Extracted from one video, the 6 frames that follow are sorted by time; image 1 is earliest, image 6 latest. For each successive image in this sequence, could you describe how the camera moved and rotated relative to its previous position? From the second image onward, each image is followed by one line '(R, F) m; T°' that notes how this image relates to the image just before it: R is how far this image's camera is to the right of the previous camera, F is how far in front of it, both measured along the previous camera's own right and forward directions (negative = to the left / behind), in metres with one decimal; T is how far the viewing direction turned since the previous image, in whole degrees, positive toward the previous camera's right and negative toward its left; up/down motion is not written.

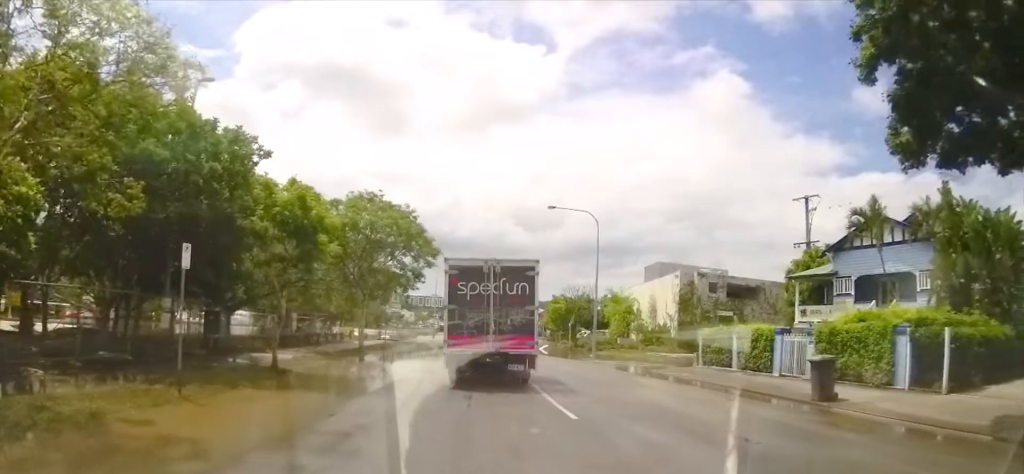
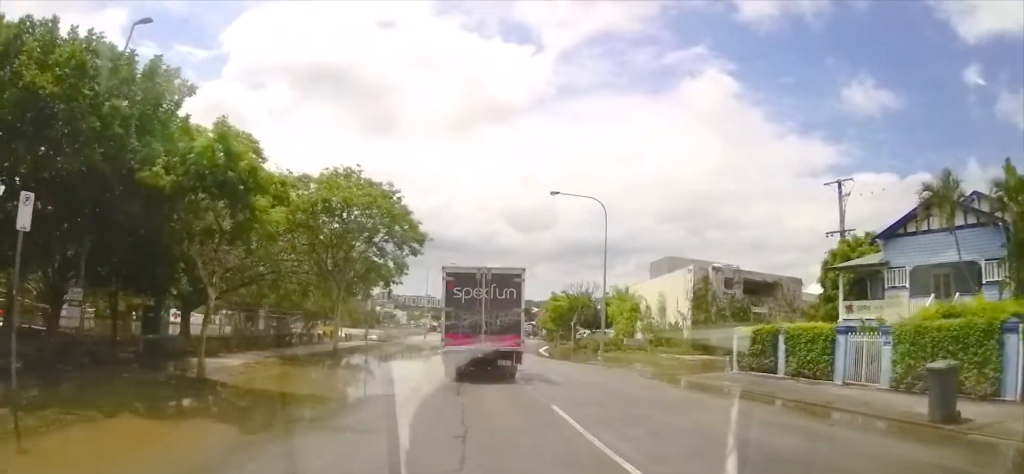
(-0.4, +4.7) m; -4°
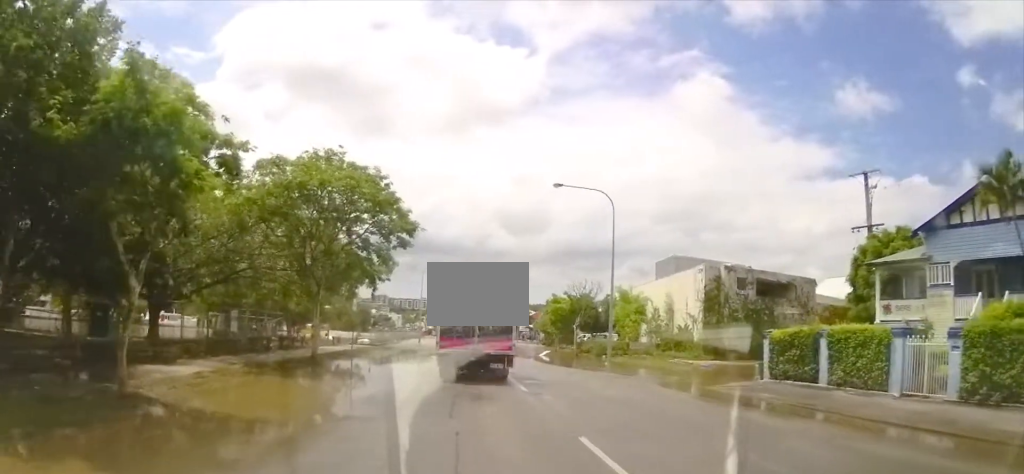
(+0.3, +2.8) m; 0°
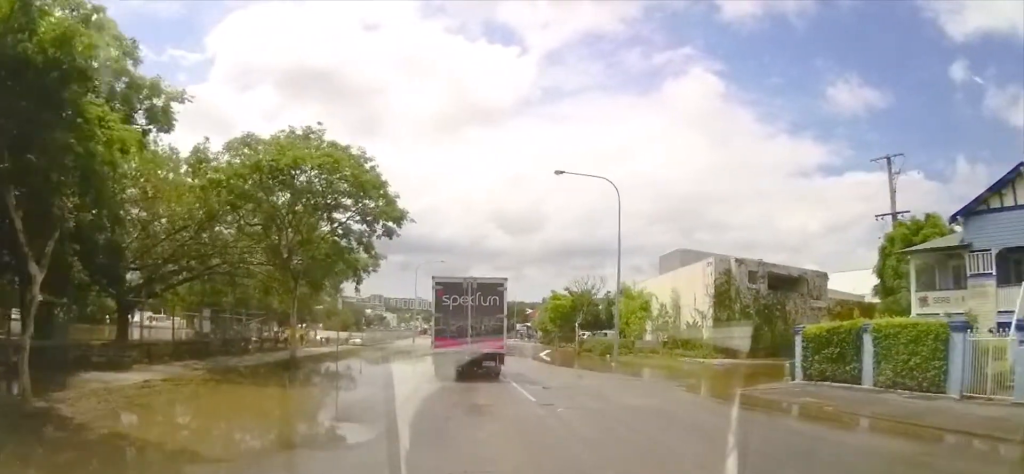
(-0.1, +2.5) m; 0°
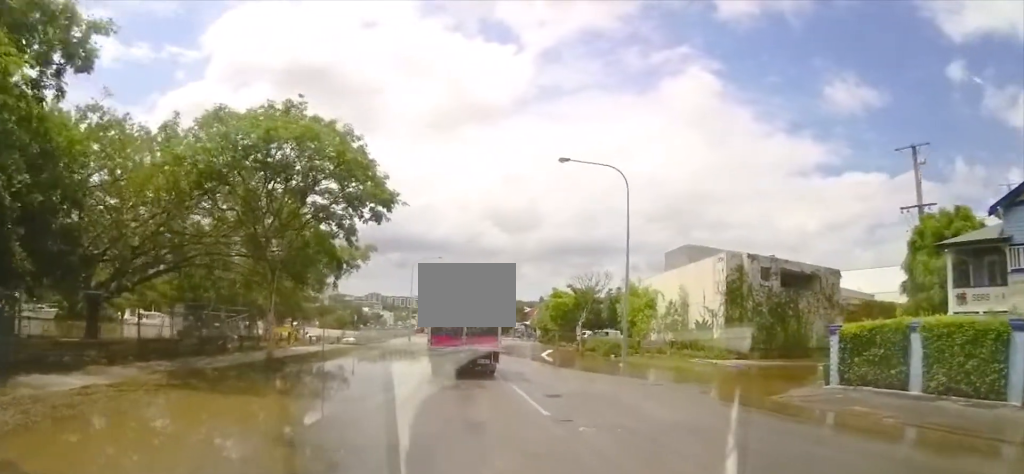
(-0.2, +2.0) m; 0°
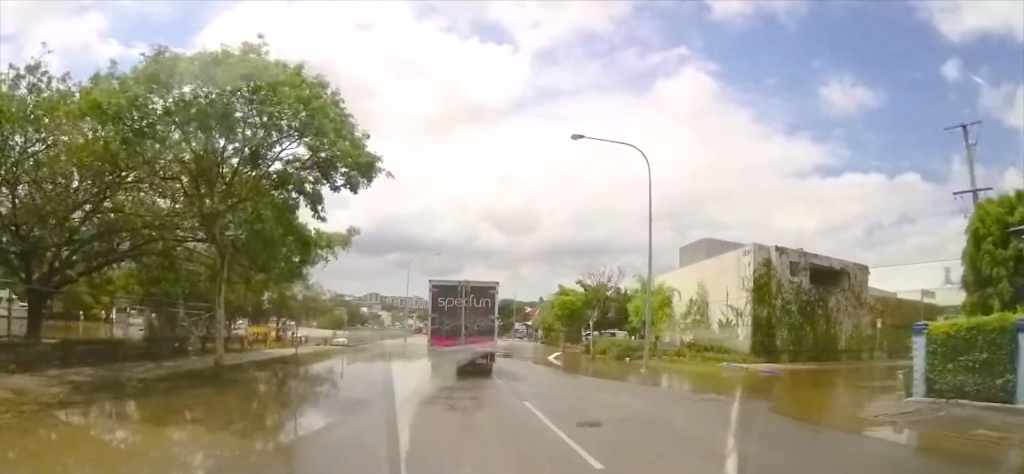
(+0.3, +3.9) m; +2°
